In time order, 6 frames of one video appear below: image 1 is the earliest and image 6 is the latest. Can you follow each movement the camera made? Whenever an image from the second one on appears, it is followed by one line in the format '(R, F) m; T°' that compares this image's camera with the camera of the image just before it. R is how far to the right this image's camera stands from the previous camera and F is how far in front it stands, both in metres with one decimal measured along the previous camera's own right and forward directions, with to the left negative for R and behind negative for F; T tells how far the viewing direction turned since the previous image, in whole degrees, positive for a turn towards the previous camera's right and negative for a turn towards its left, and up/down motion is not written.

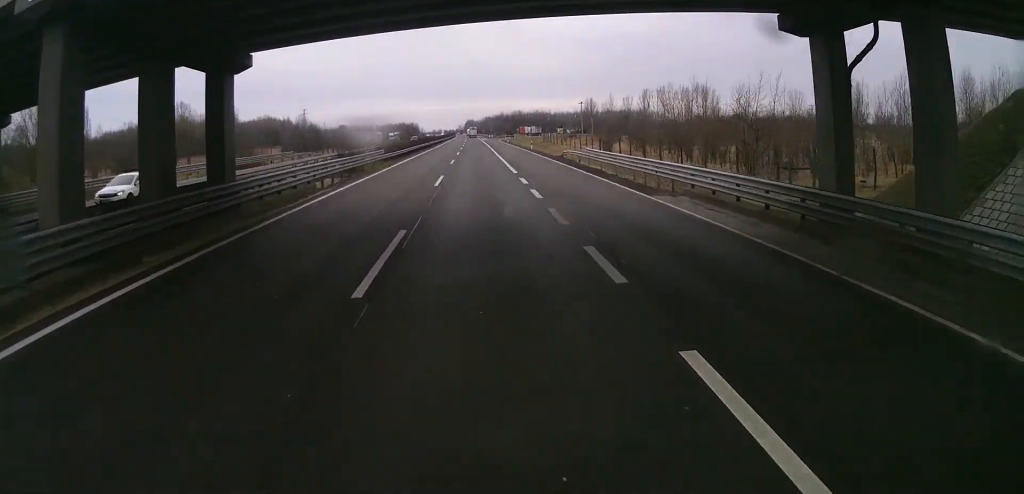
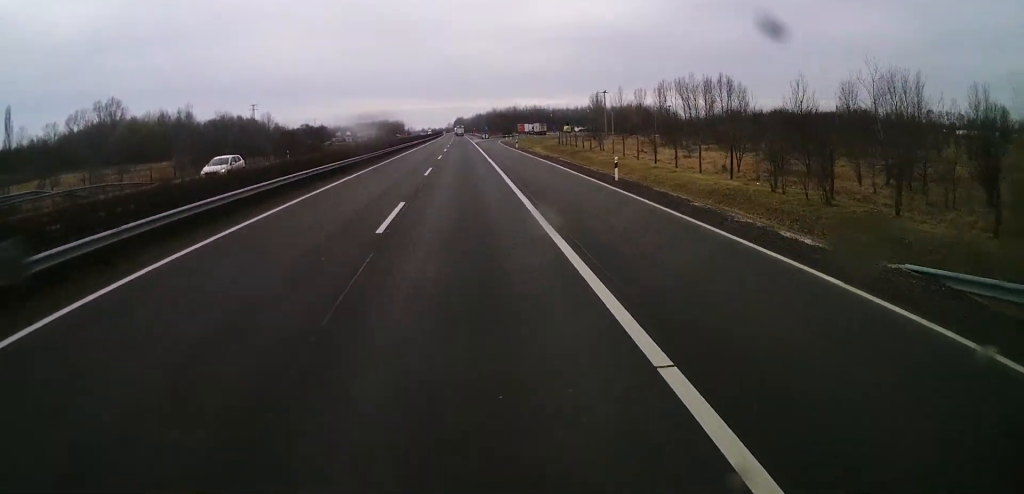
(-0.5, +48.5) m; 0°
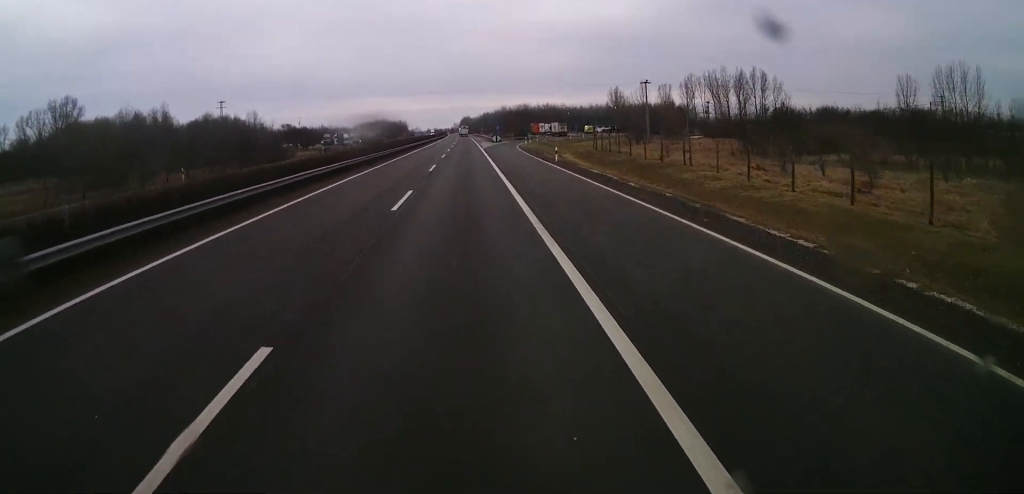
(+0.4, +31.4) m; +1°
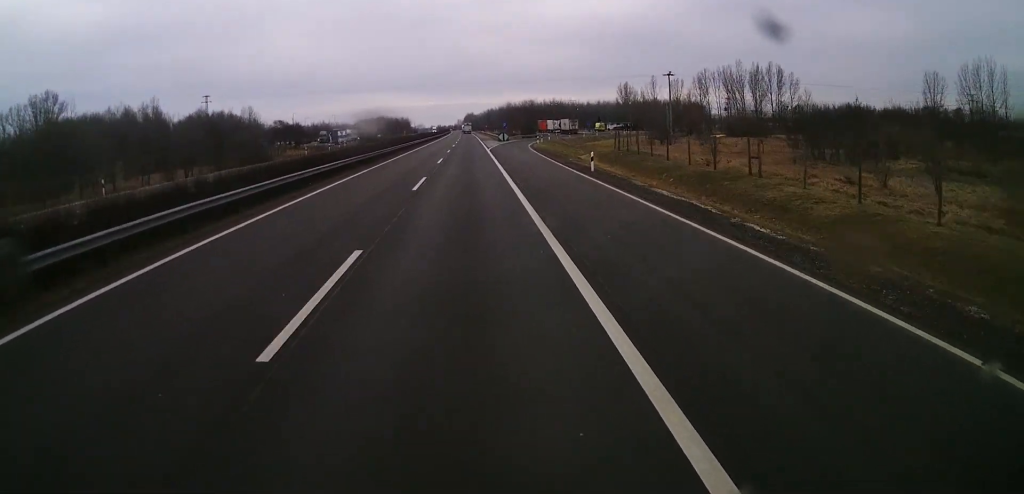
(+0.1, +12.3) m; 0°
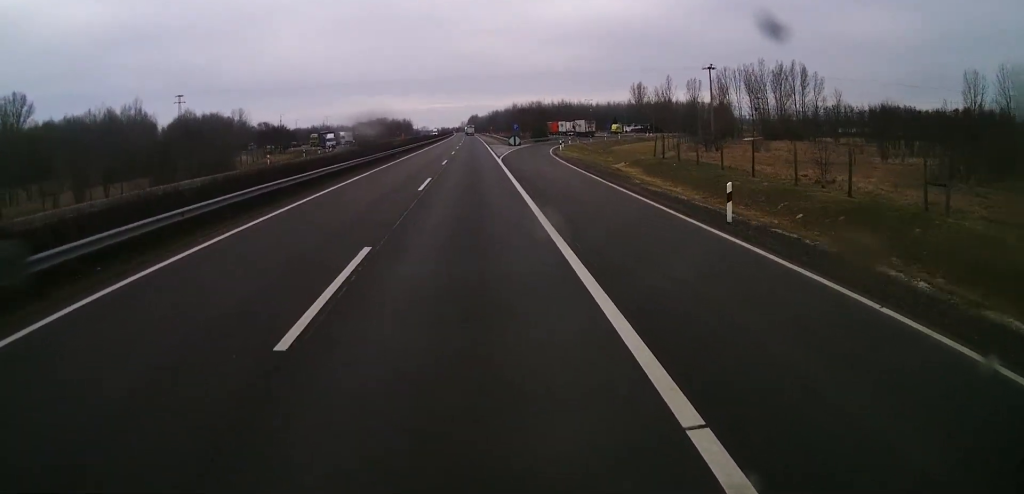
(0.0, +17.8) m; -1°
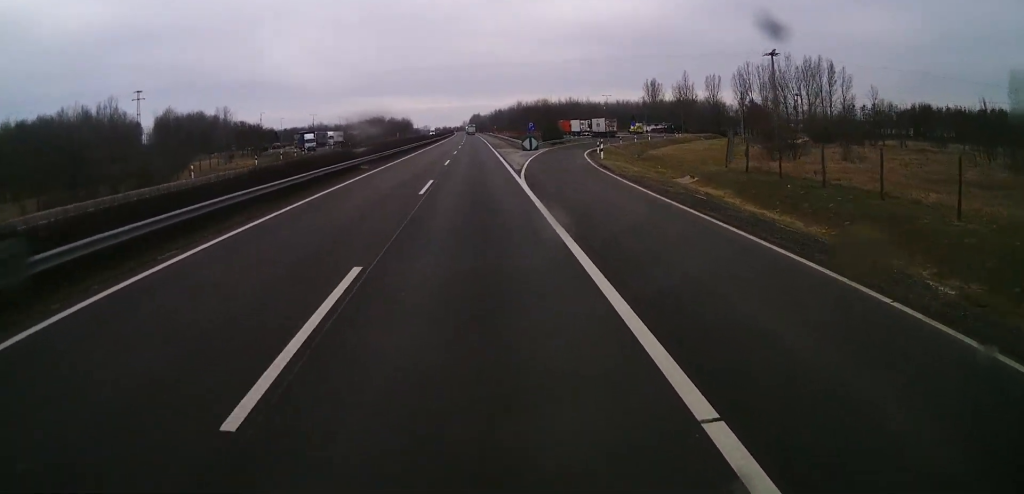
(-0.3, +20.0) m; -1°
